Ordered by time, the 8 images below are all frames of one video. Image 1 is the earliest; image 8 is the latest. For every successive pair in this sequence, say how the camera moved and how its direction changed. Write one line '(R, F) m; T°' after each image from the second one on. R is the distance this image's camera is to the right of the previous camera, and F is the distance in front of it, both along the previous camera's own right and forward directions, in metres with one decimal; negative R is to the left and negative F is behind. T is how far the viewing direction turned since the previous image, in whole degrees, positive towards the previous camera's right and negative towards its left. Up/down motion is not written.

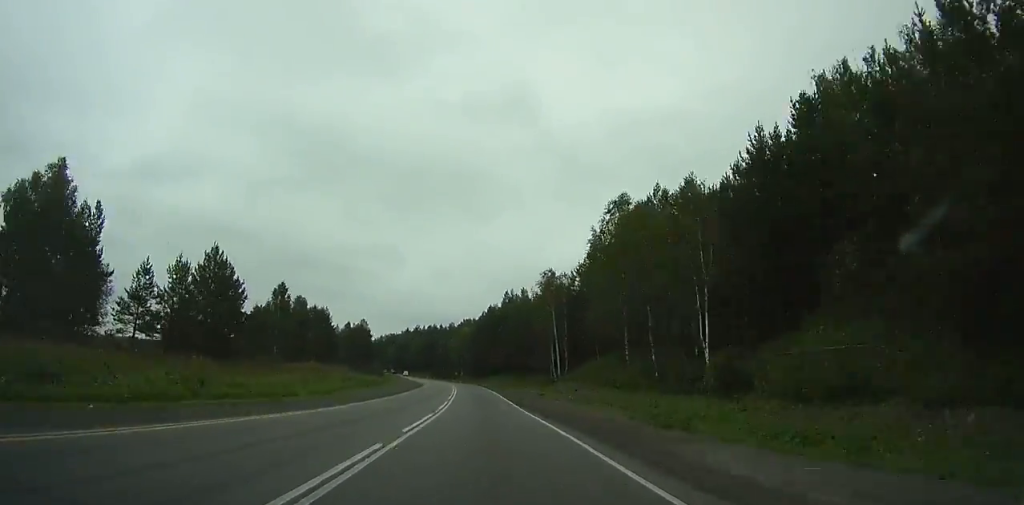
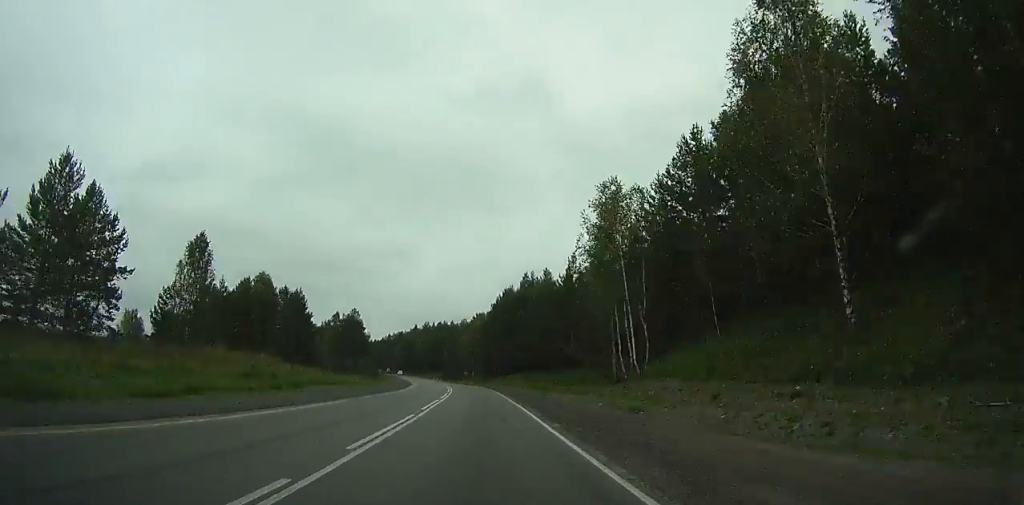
(-0.3, +27.0) m; -1°
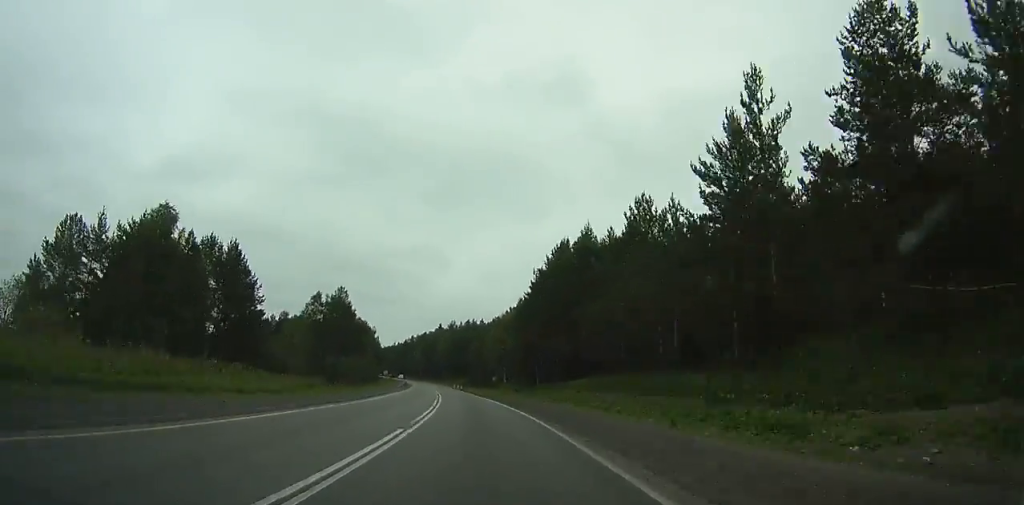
(-0.8, +40.8) m; -3°
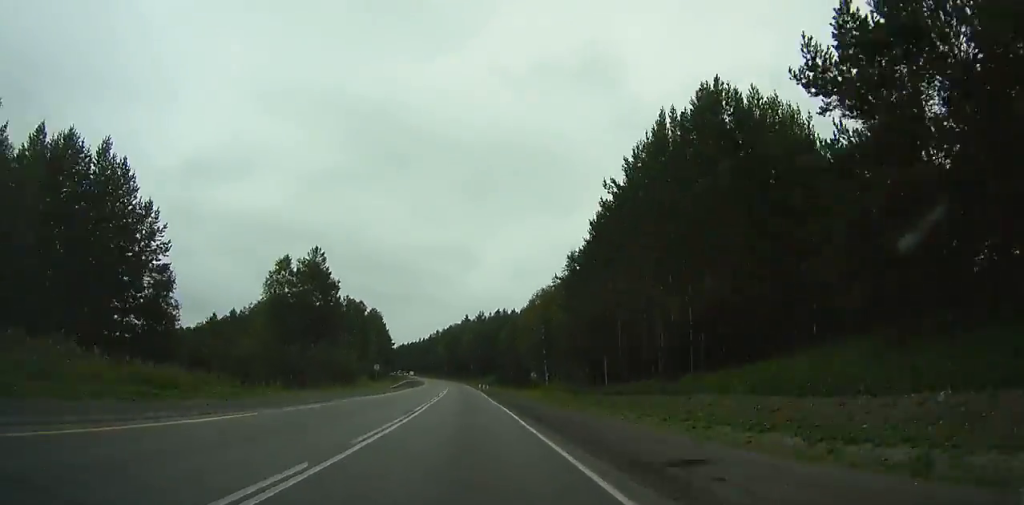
(-0.1, +30.1) m; -2°
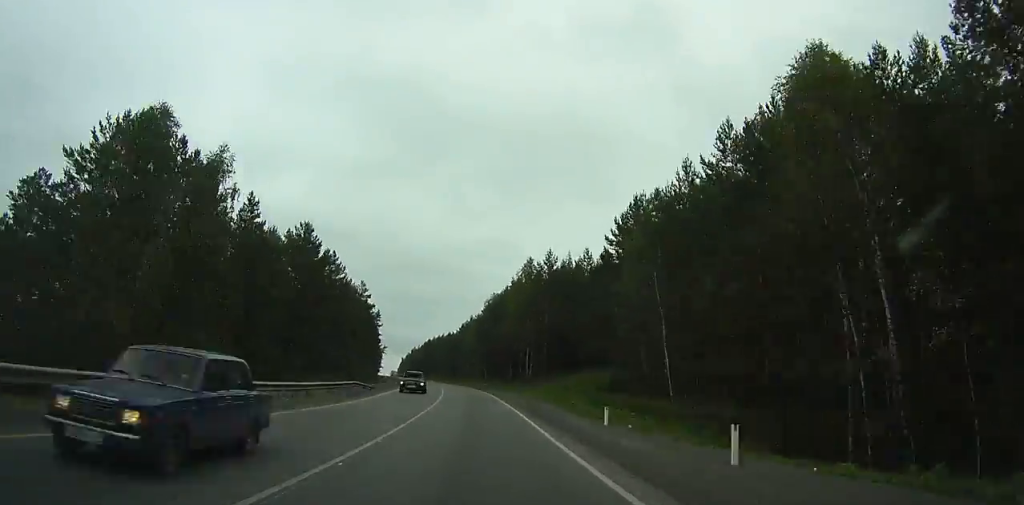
(-6.3, +90.5) m; -7°
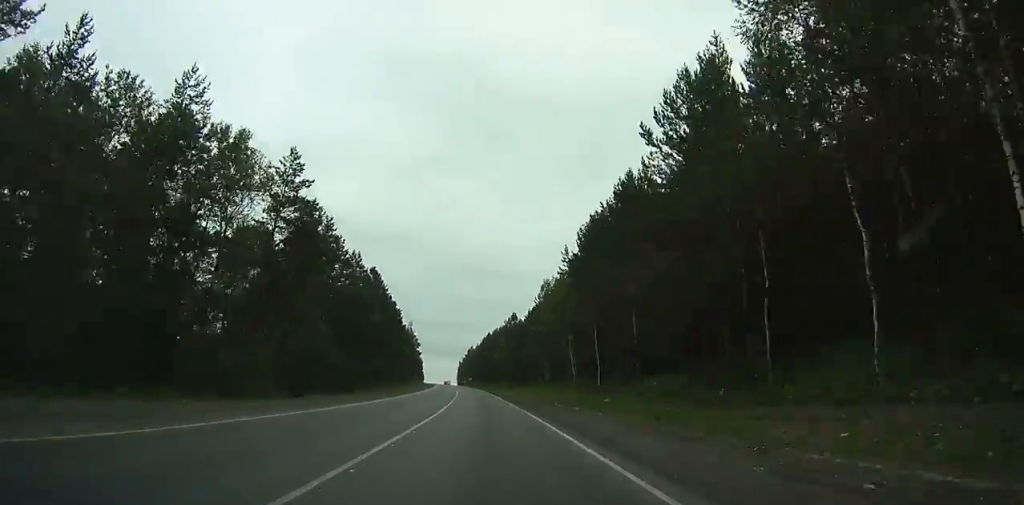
(-3.0, +70.8) m; -5°
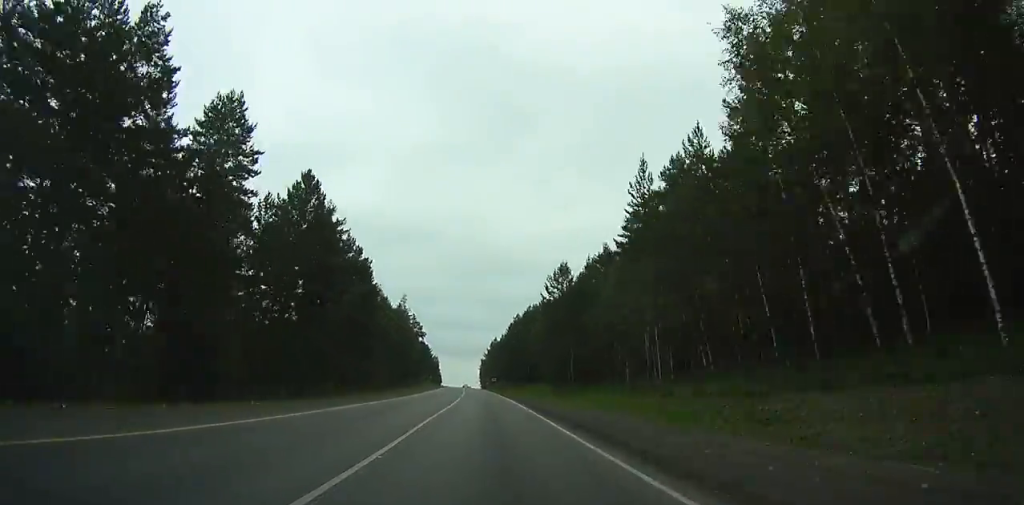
(-1.5, +49.9) m; -3°
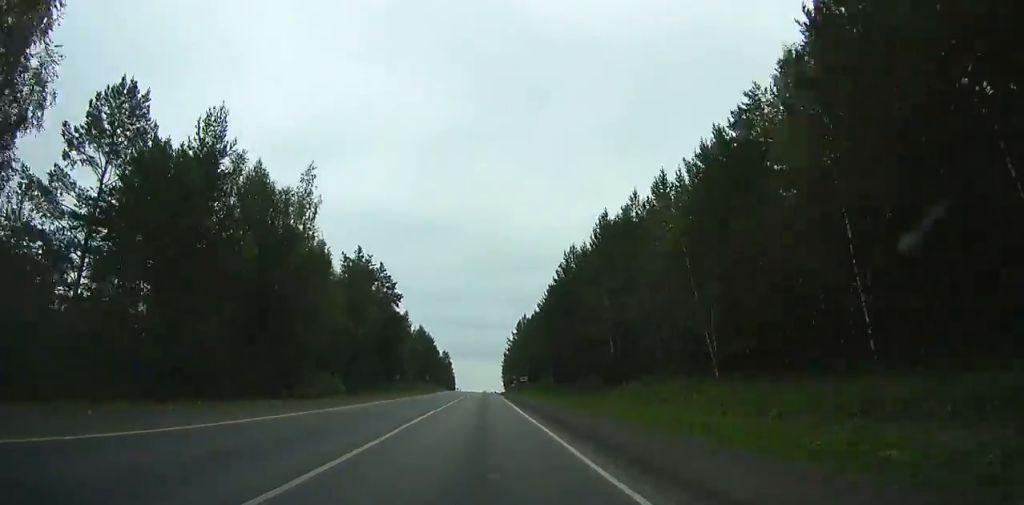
(-1.8, +65.4) m; -3°
